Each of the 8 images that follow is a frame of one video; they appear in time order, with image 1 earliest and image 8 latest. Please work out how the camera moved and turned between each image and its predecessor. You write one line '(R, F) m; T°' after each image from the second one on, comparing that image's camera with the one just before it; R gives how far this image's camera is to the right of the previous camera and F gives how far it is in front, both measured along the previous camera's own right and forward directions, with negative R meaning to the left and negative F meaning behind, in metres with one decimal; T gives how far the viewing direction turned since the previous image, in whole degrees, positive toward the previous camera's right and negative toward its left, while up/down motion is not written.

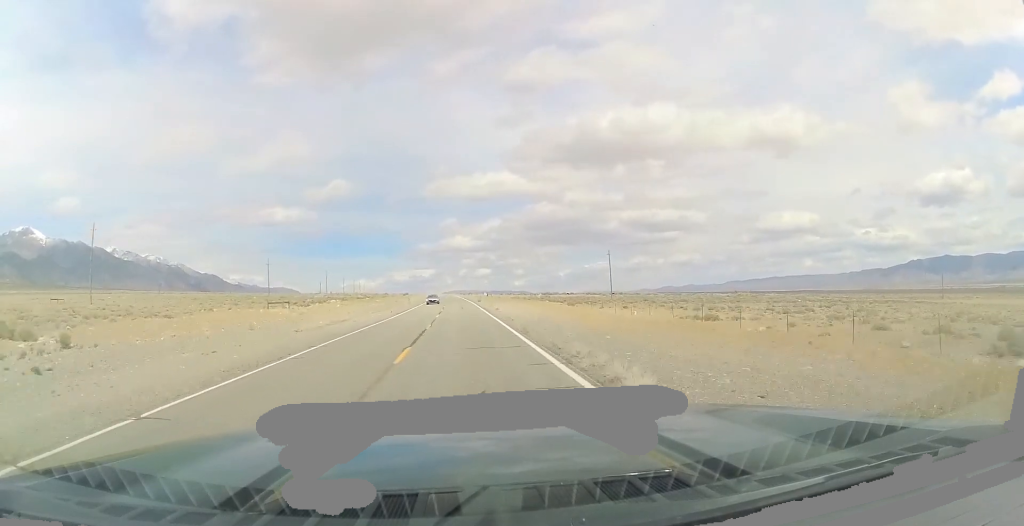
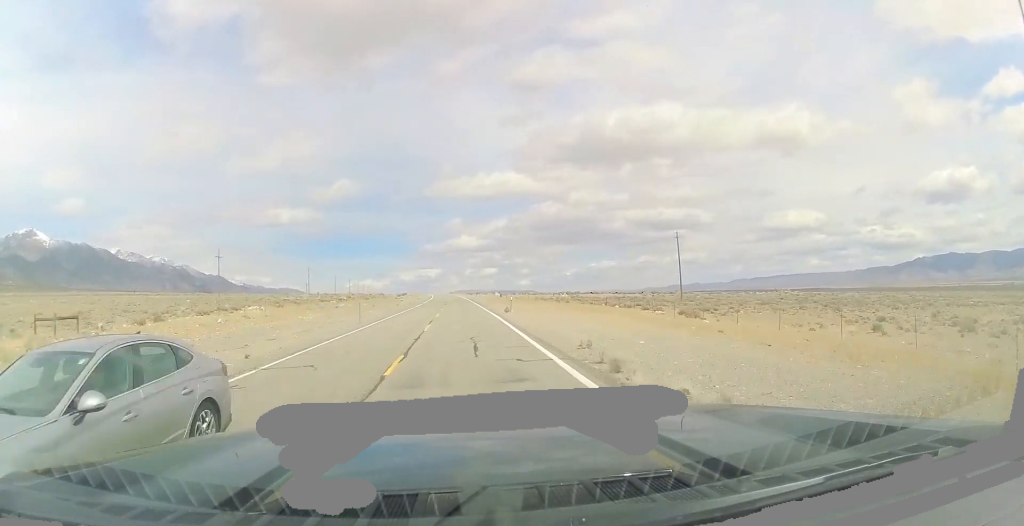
(0.0, +38.5) m; 0°
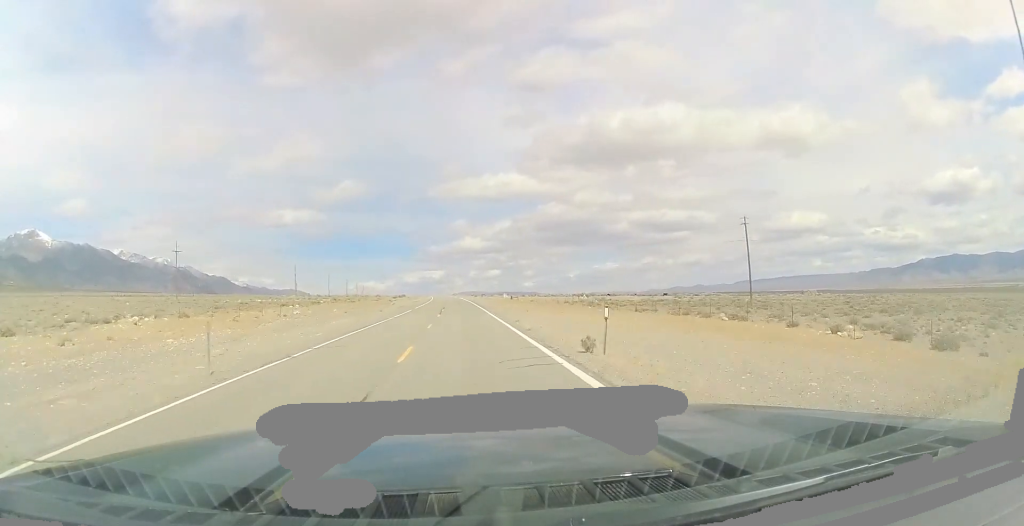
(0.0, +22.2) m; -1°
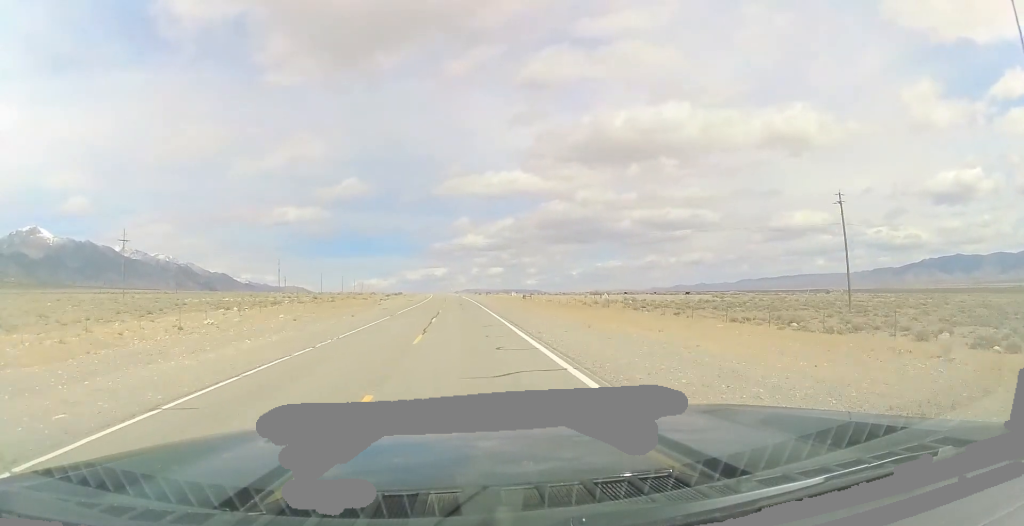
(0.0, +19.9) m; -1°
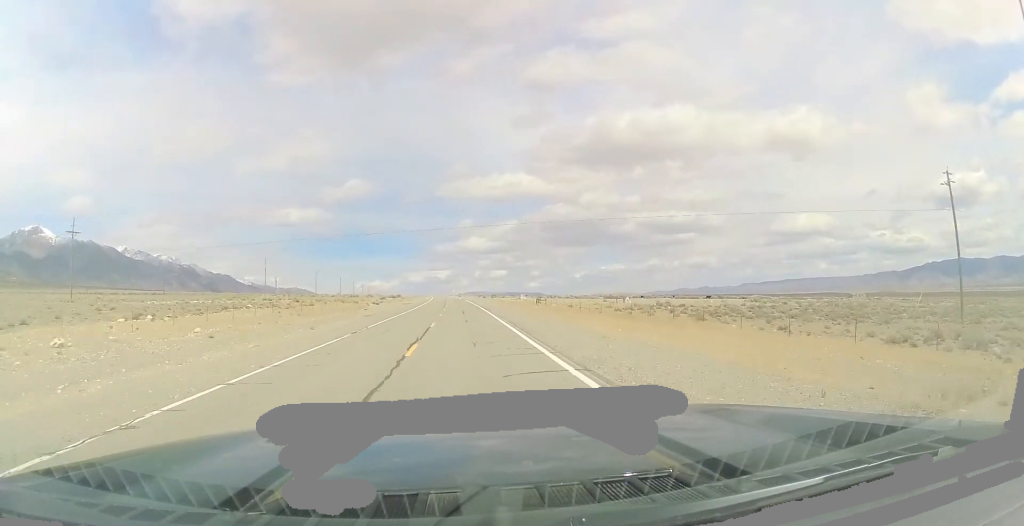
(-0.2, +15.2) m; -1°
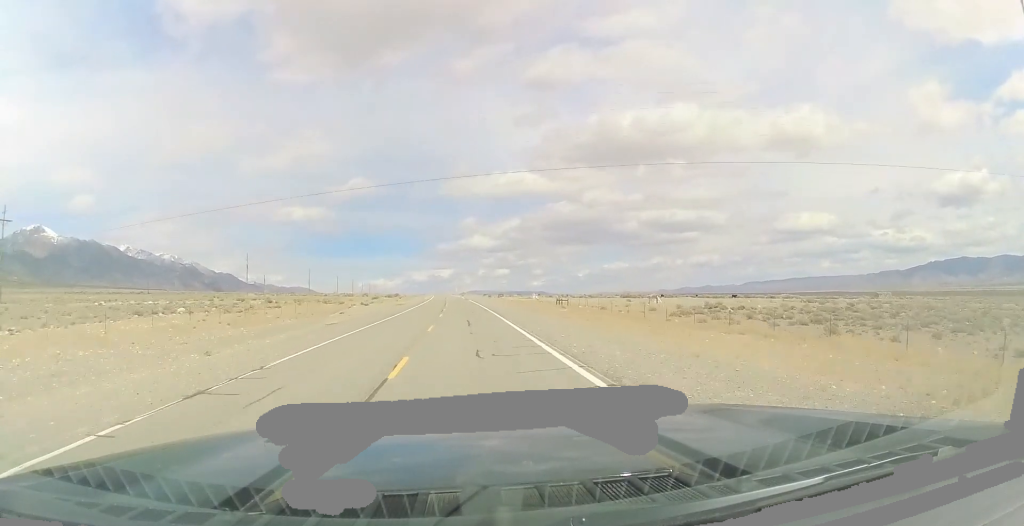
(-0.3, +16.5) m; 0°
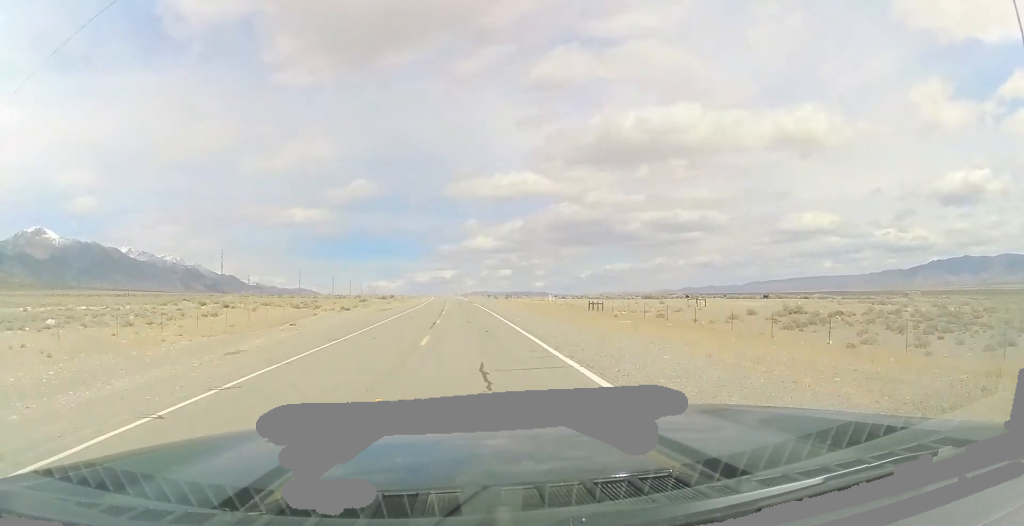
(-0.1, +17.6) m; 0°
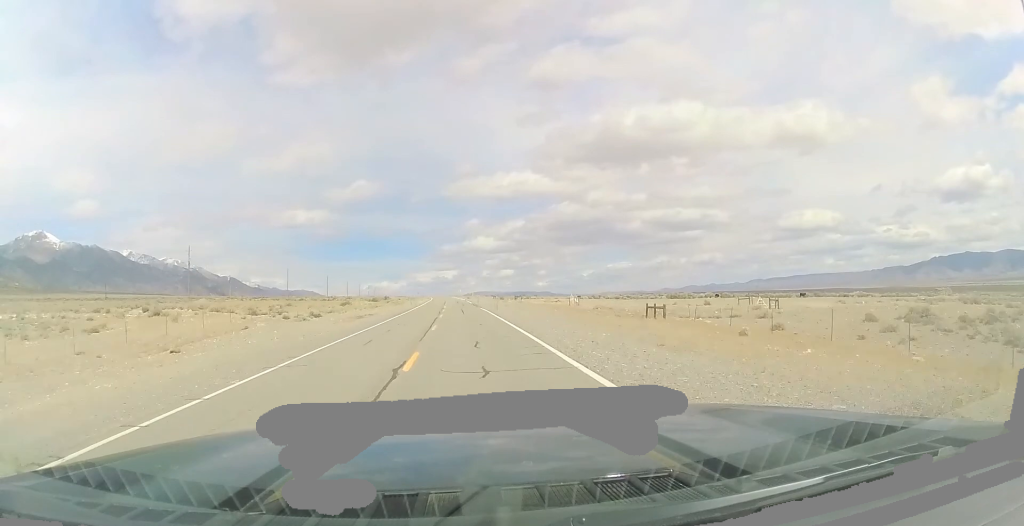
(+0.1, +17.6) m; 0°
